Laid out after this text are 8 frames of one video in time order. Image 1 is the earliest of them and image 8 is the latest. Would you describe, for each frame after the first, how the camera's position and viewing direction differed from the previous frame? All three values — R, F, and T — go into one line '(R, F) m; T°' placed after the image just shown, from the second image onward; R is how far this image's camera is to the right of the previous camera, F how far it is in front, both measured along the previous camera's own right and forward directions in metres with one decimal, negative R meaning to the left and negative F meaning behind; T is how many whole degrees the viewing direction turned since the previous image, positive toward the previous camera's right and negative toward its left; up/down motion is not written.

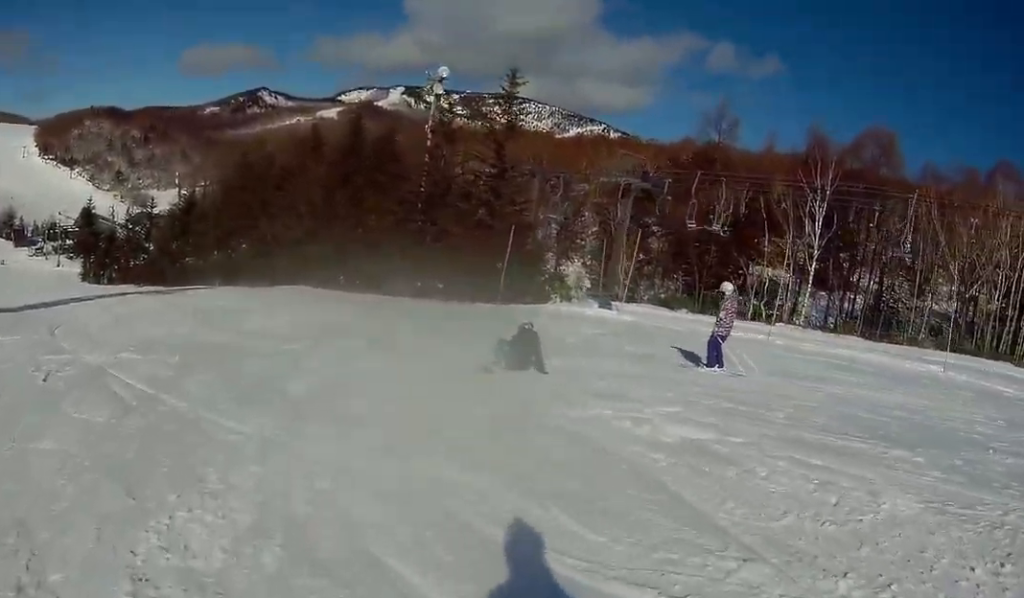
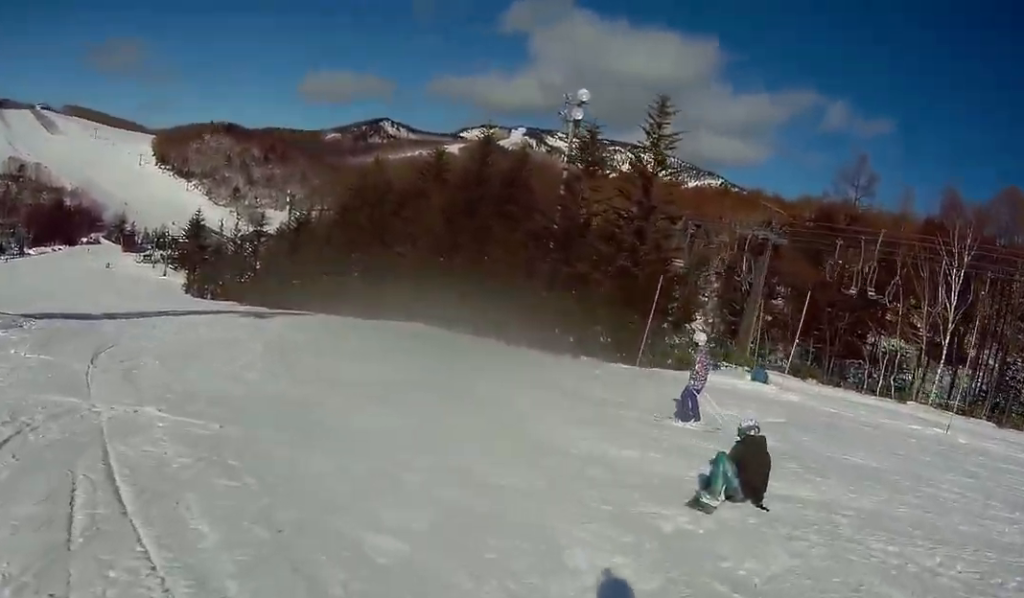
(+0.1, +3.7) m; -1°
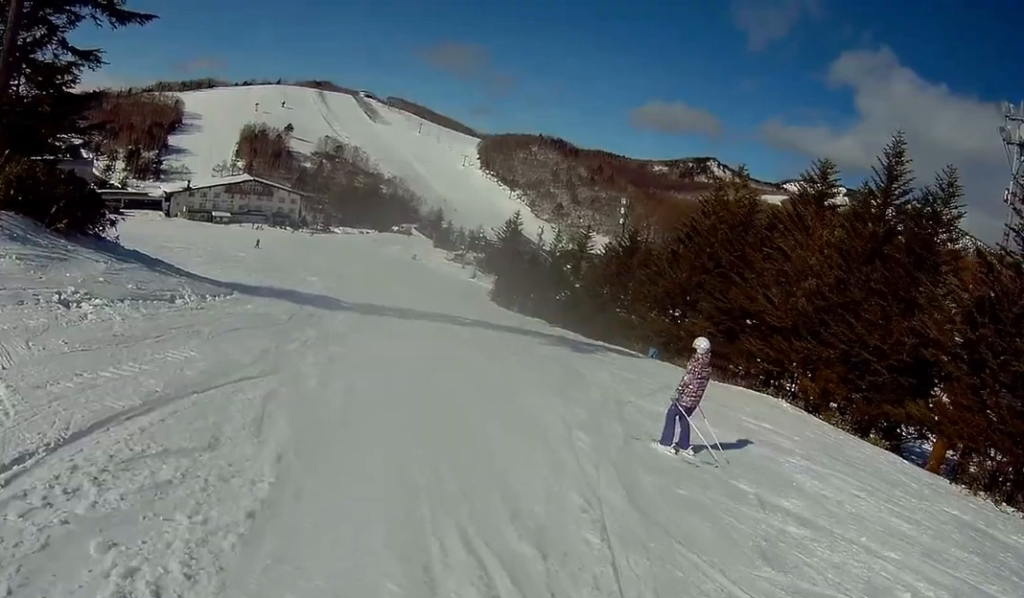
(-0.7, +9.7) m; -4°
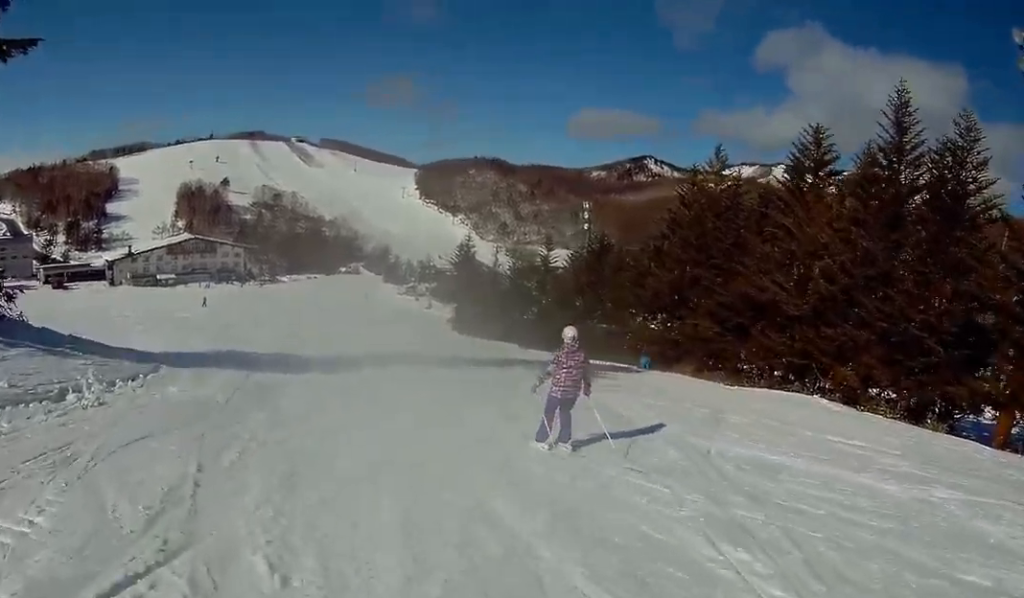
(0.0, +3.9) m; 0°
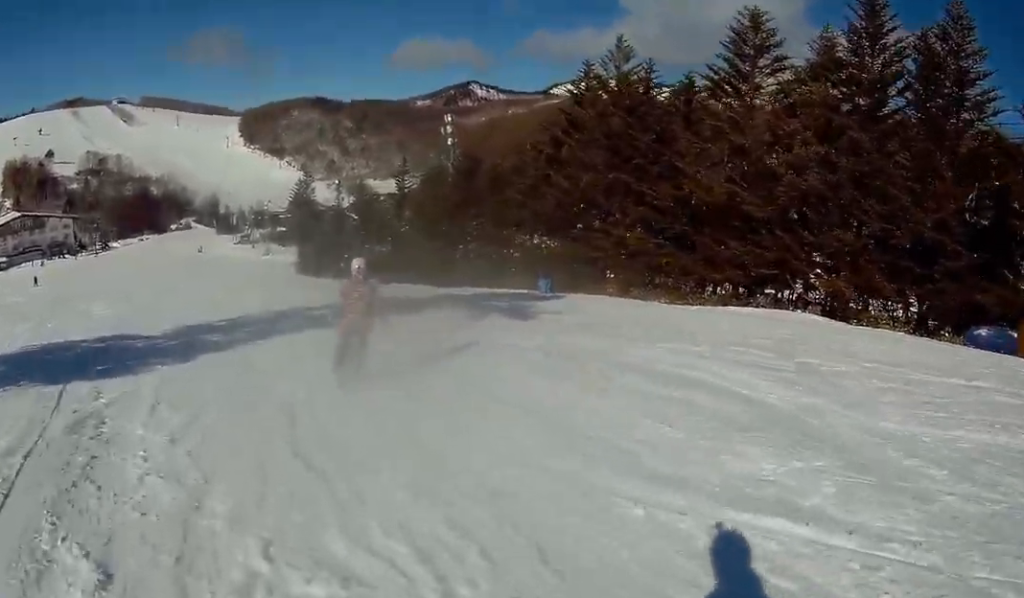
(0.0, +5.5) m; -3°
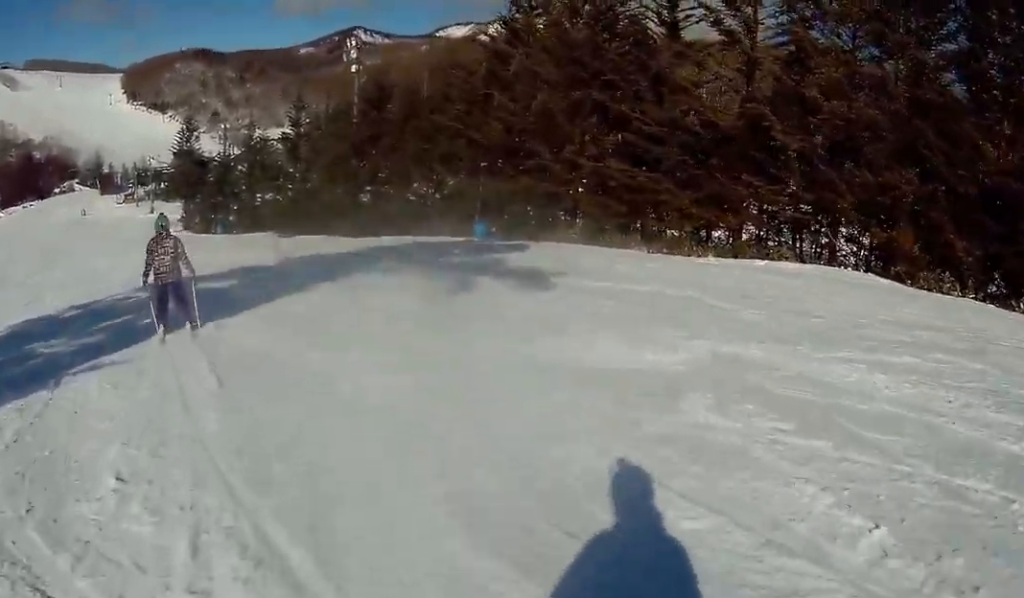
(-0.3, +5.8) m; -4°
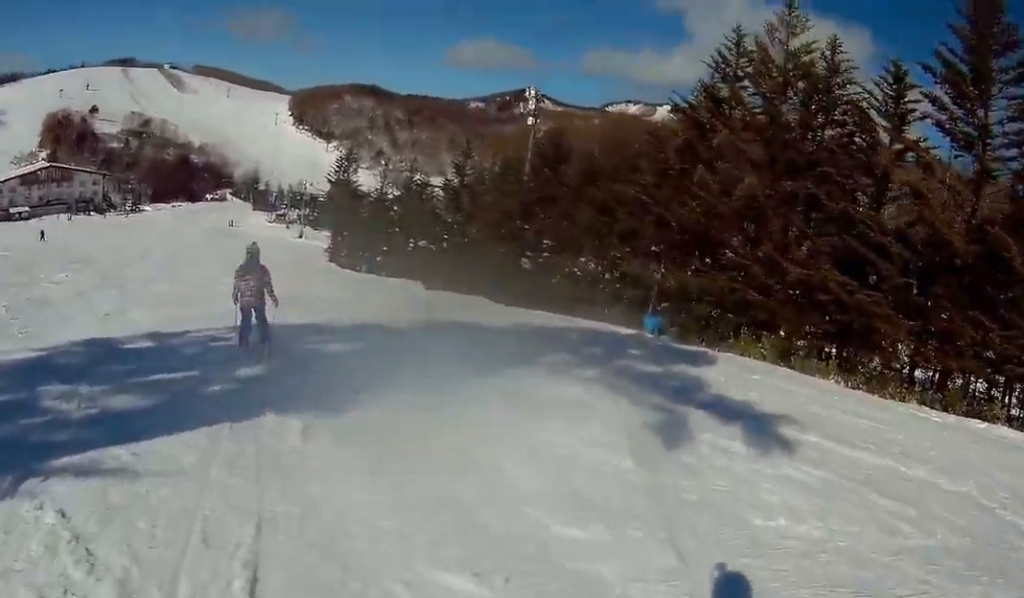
(-0.1, +3.5) m; -2°
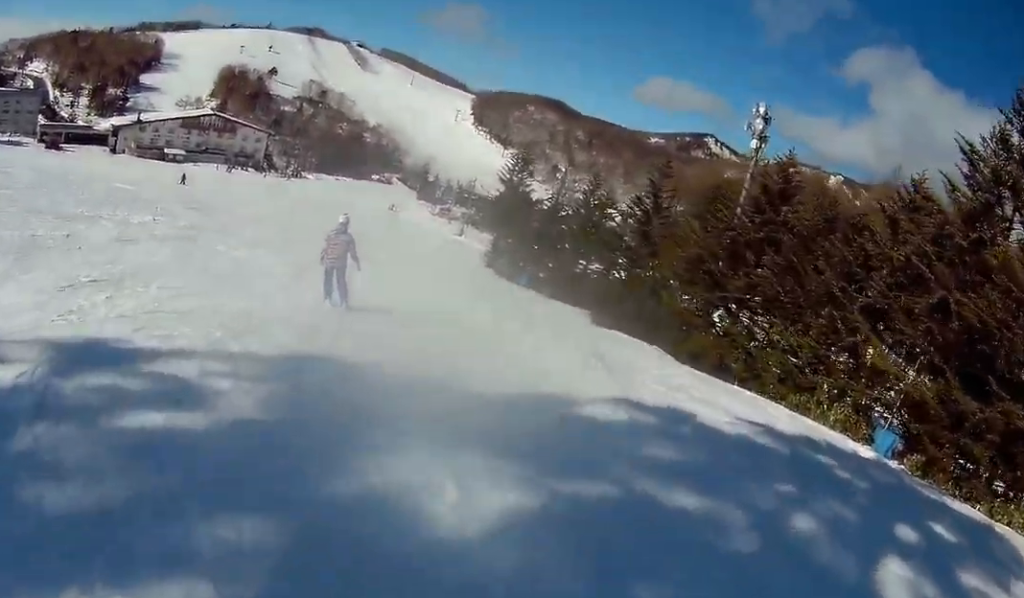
(0.0, +7.0) m; -9°
